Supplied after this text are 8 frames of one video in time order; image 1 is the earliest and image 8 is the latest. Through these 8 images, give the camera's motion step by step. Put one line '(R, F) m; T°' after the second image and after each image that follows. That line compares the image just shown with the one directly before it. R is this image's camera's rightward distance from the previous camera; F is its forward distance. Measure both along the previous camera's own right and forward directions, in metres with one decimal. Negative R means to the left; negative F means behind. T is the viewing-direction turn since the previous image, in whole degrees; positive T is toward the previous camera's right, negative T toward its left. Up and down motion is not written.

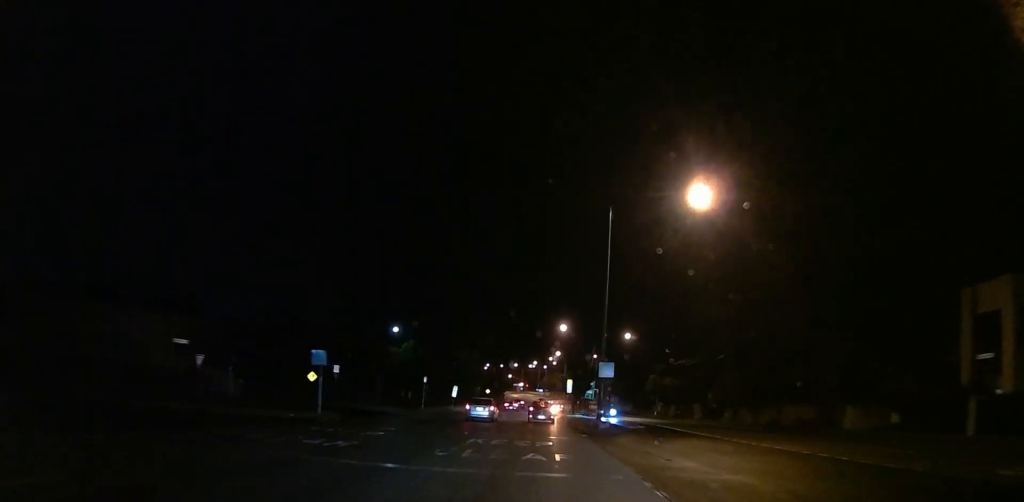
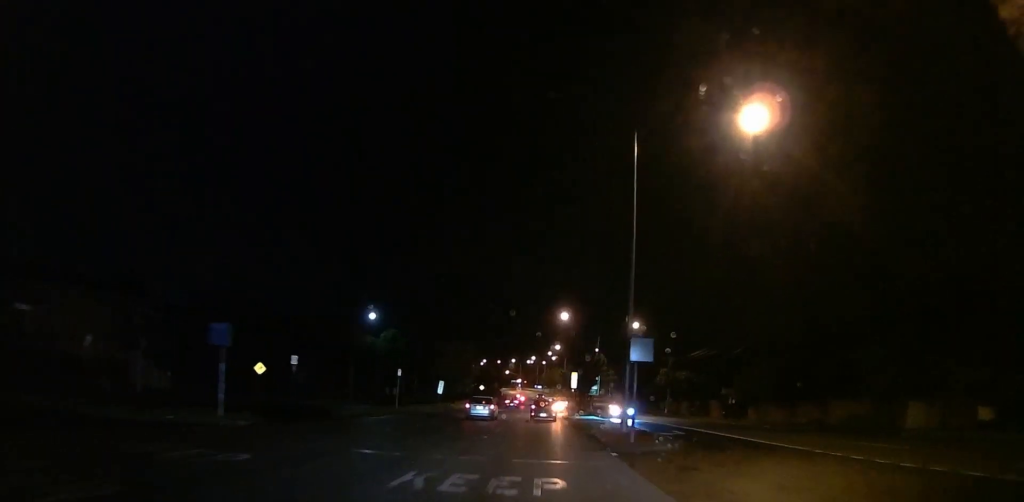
(-0.3, +10.8) m; 0°
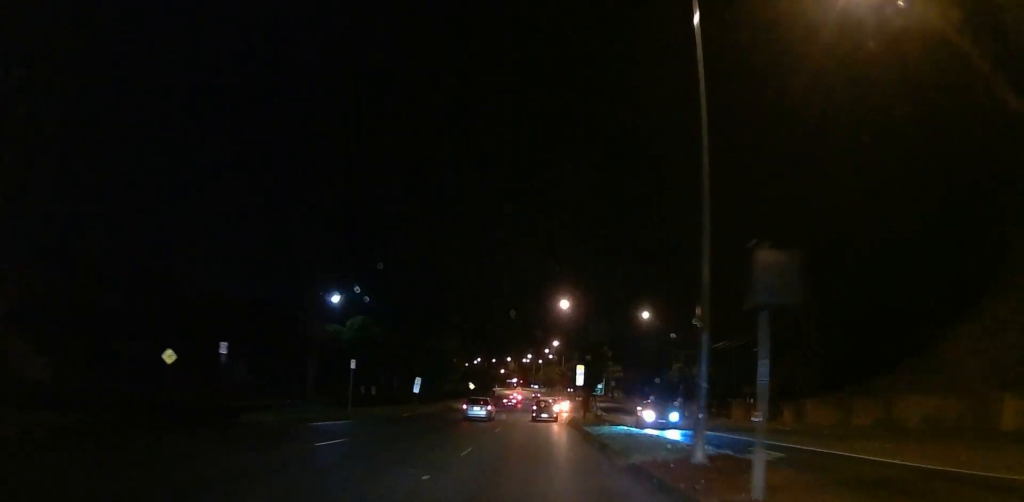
(-0.1, +11.8) m; +1°
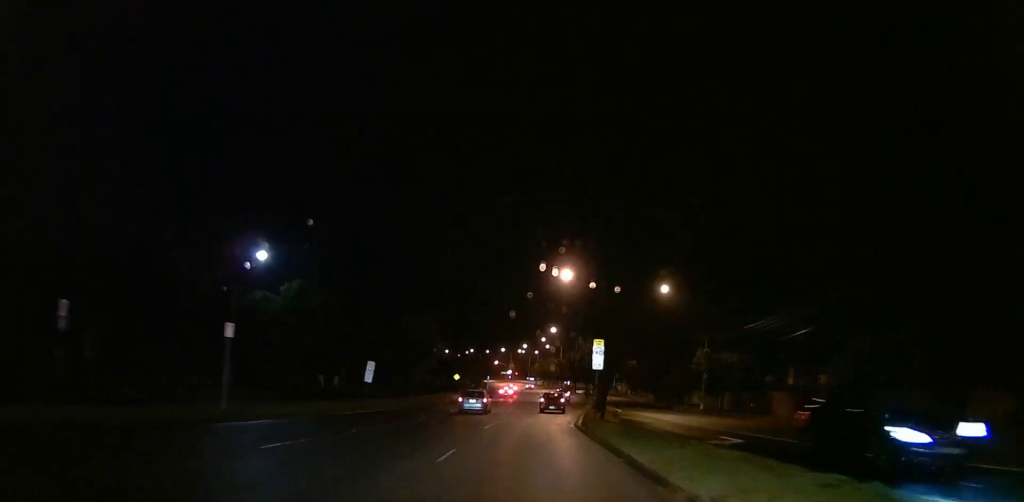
(+0.4, +15.5) m; +2°
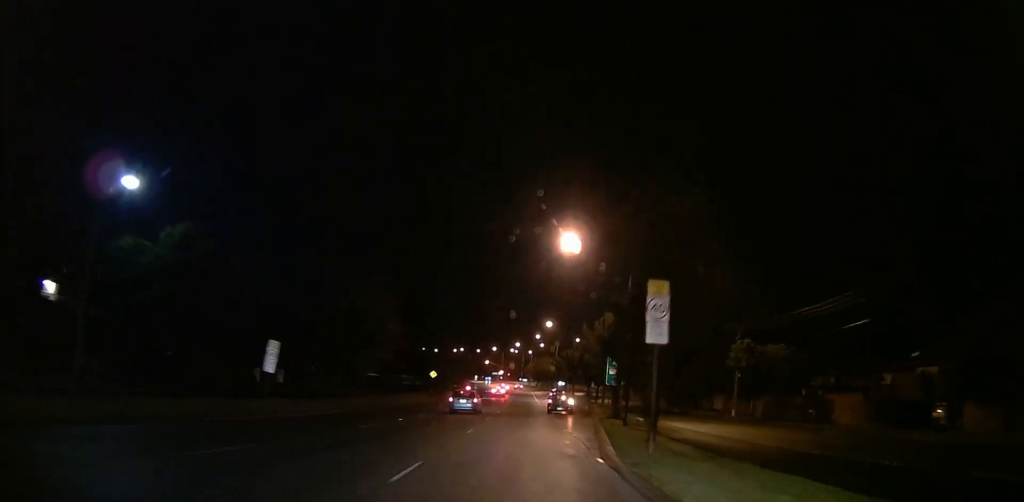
(+0.2, +15.4) m; +2°
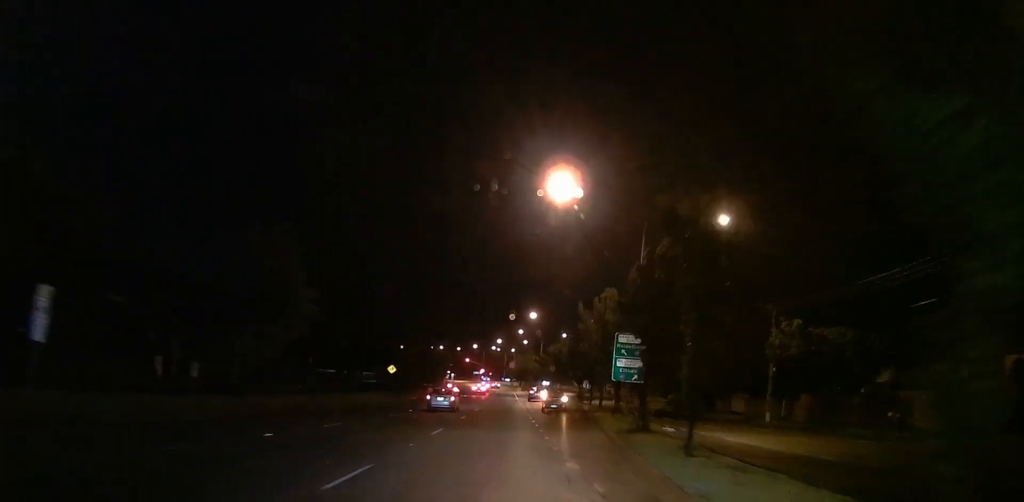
(+0.3, +13.8) m; 0°
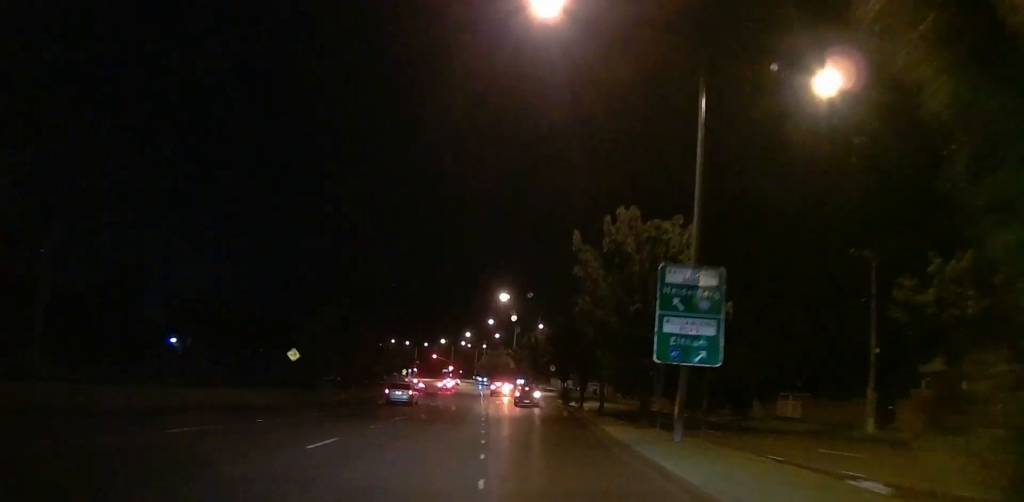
(-0.6, +19.6) m; -1°
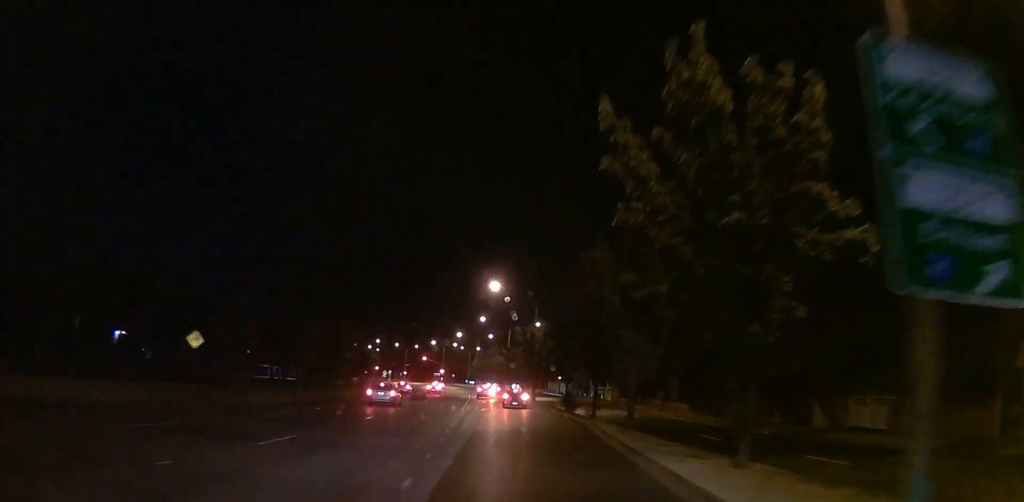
(+0.1, +12.3) m; +1°
